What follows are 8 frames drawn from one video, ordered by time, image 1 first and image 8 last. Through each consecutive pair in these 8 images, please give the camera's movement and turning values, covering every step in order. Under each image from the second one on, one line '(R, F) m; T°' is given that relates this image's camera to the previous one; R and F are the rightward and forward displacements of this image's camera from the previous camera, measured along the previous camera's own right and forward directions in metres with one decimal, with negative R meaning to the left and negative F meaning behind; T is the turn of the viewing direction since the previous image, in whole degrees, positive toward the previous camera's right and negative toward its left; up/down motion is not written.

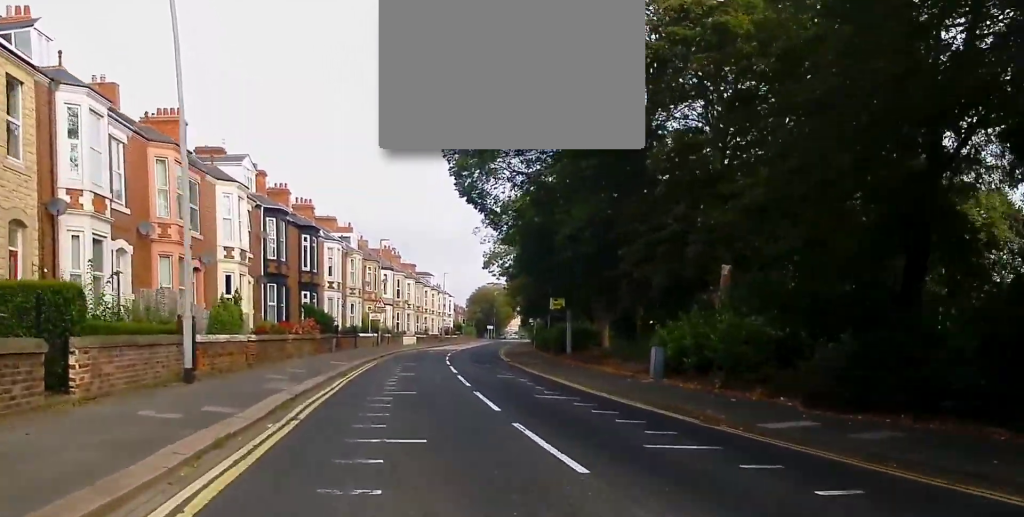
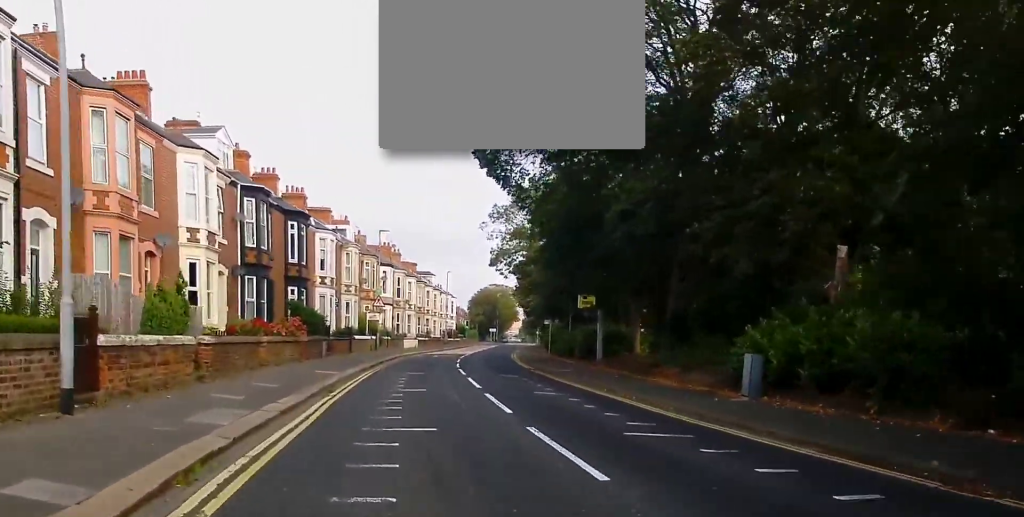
(+0.1, +6.2) m; -1°
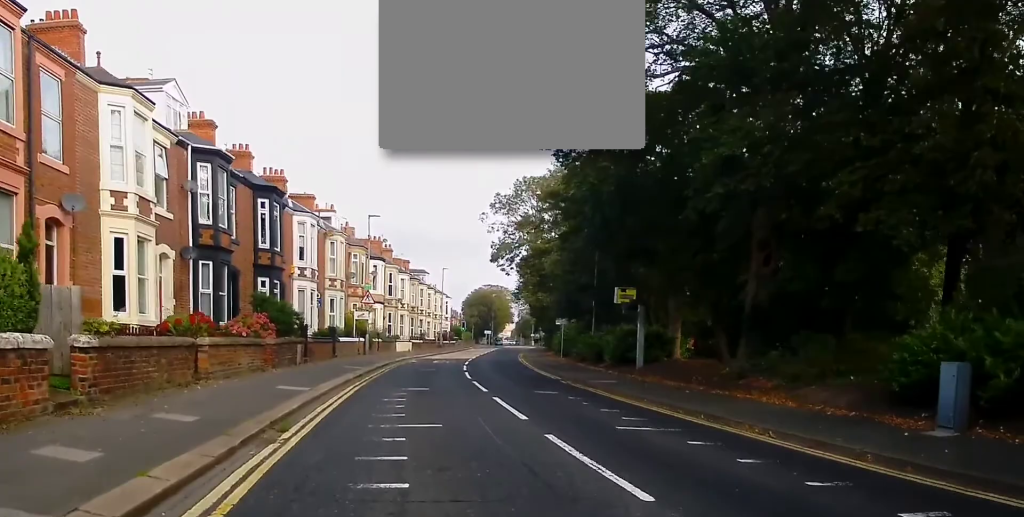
(-0.2, +7.1) m; 0°
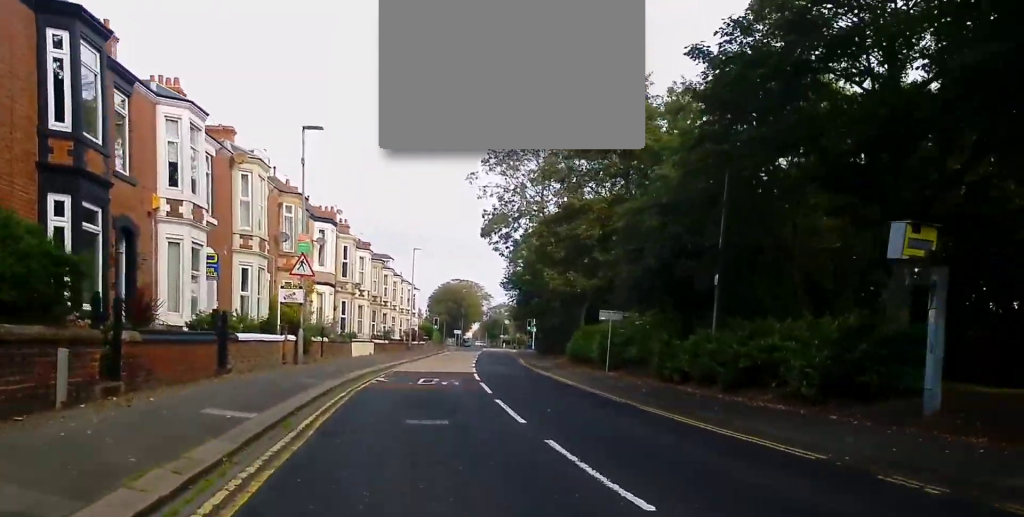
(+0.3, +18.3) m; +3°
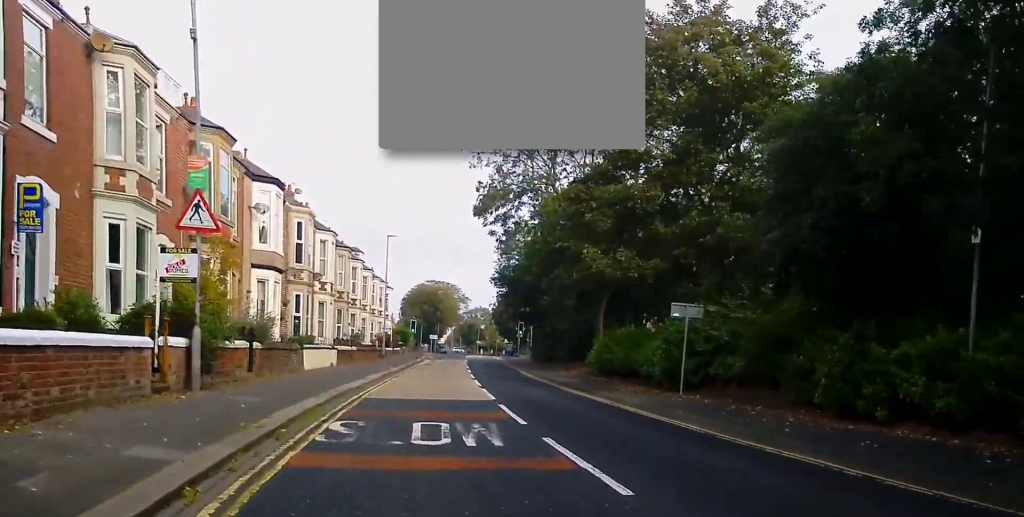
(+0.2, +11.5) m; +2°
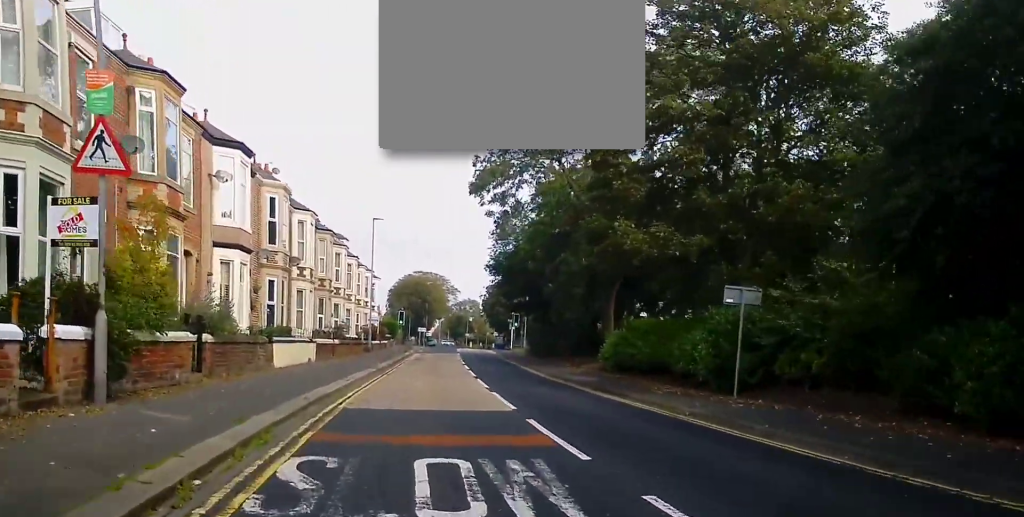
(0.0, +4.6) m; +1°
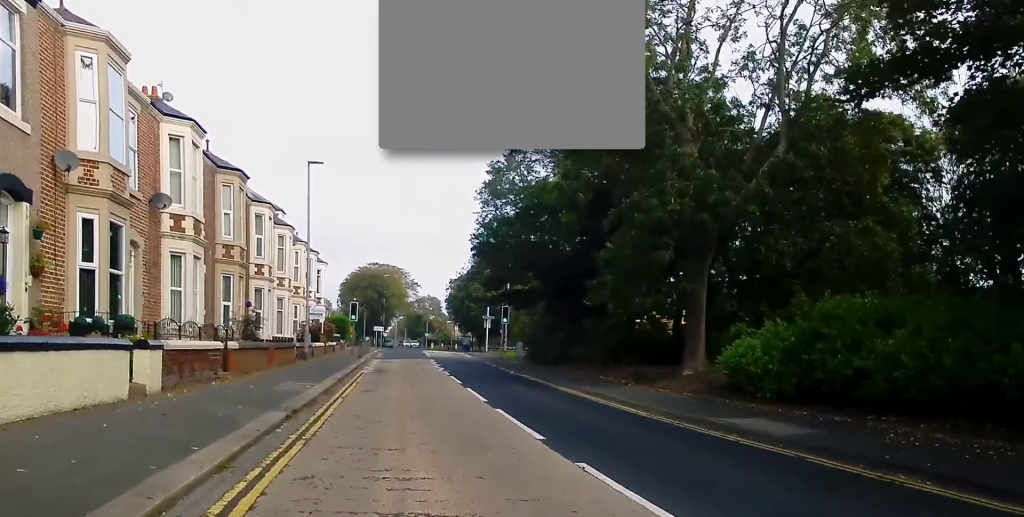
(+0.5, +16.1) m; +3°
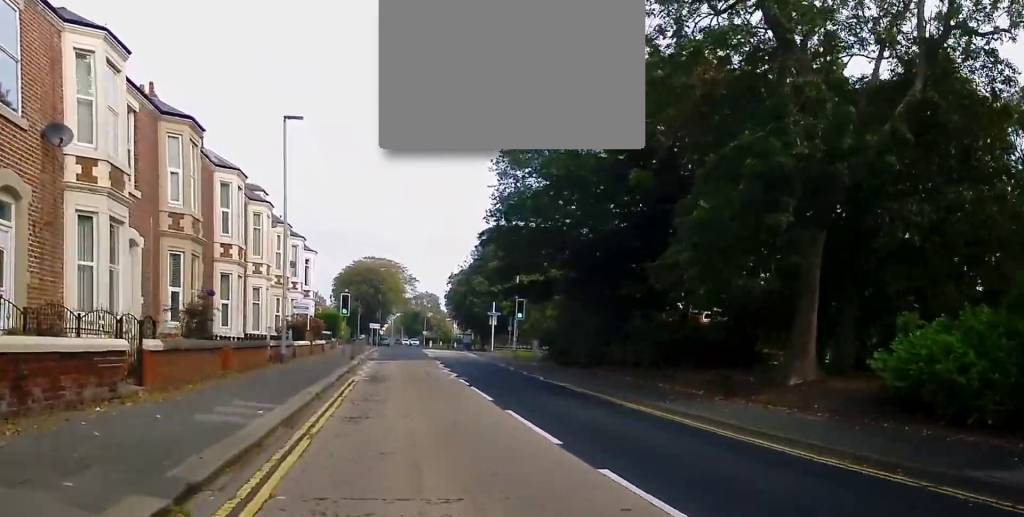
(0.0, +6.7) m; 0°
